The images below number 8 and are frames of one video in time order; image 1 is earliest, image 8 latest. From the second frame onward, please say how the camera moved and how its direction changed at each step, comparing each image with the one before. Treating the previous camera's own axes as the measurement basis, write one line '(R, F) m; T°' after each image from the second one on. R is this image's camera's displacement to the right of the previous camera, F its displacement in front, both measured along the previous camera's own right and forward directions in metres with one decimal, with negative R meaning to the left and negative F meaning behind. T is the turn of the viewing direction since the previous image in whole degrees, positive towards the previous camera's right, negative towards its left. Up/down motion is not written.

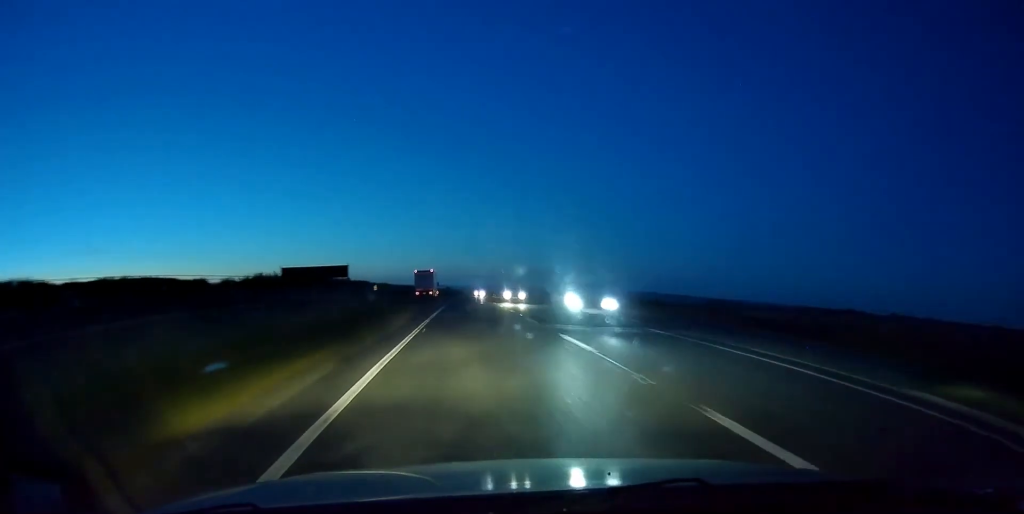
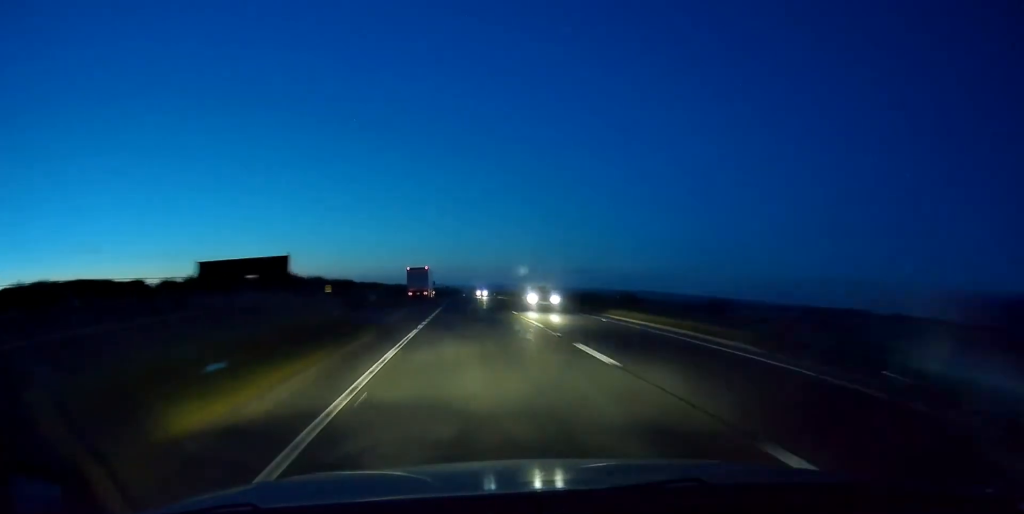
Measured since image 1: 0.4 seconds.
(+0.4, +10.1) m; 0°
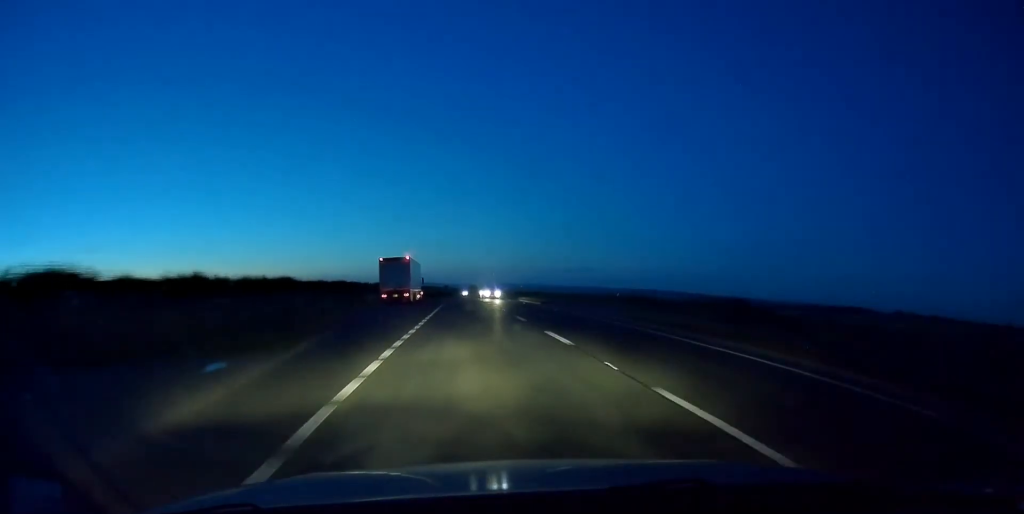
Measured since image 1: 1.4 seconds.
(-1.0, +22.6) m; 0°
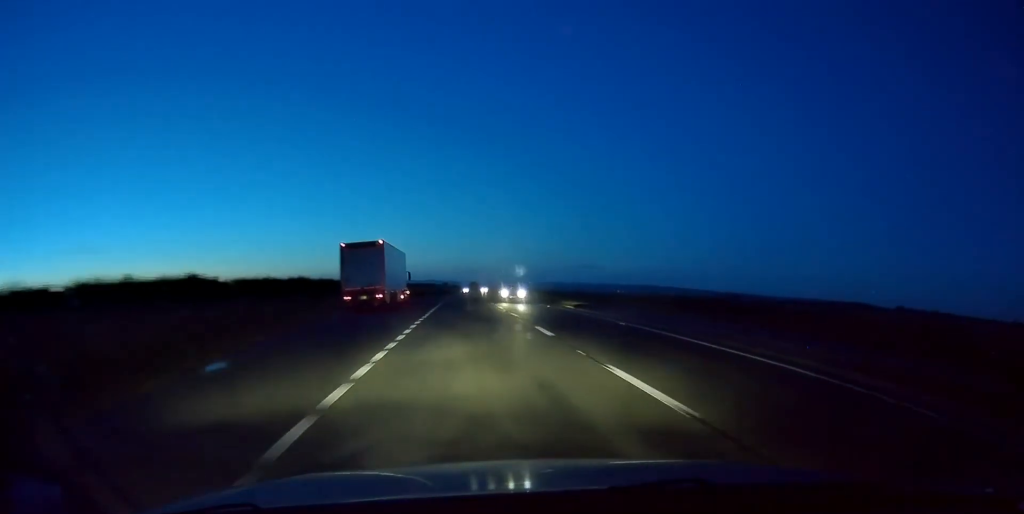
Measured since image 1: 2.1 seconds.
(+0.4, +15.5) m; +1°
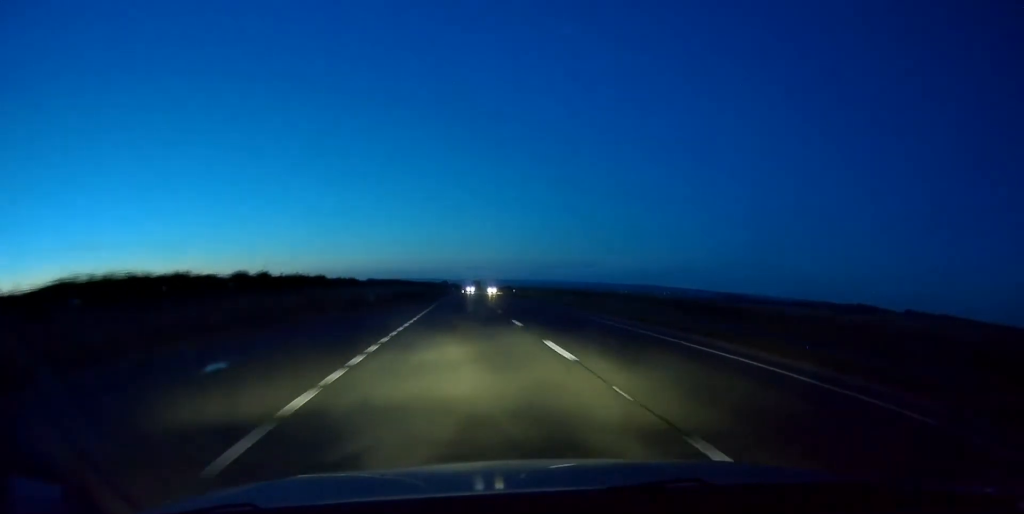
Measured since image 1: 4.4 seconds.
(+0.2, +55.2) m; -1°
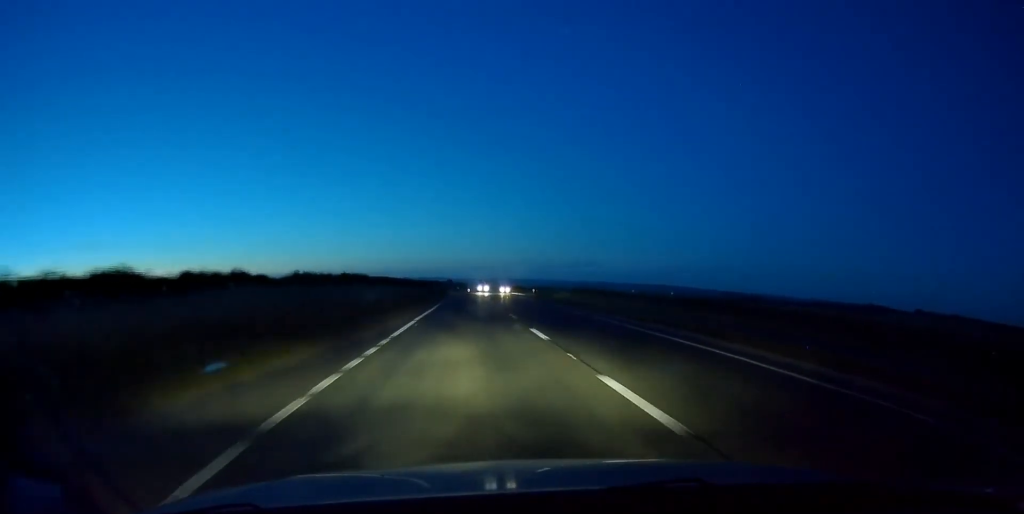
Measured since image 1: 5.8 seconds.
(0.0, +31.6) m; +1°
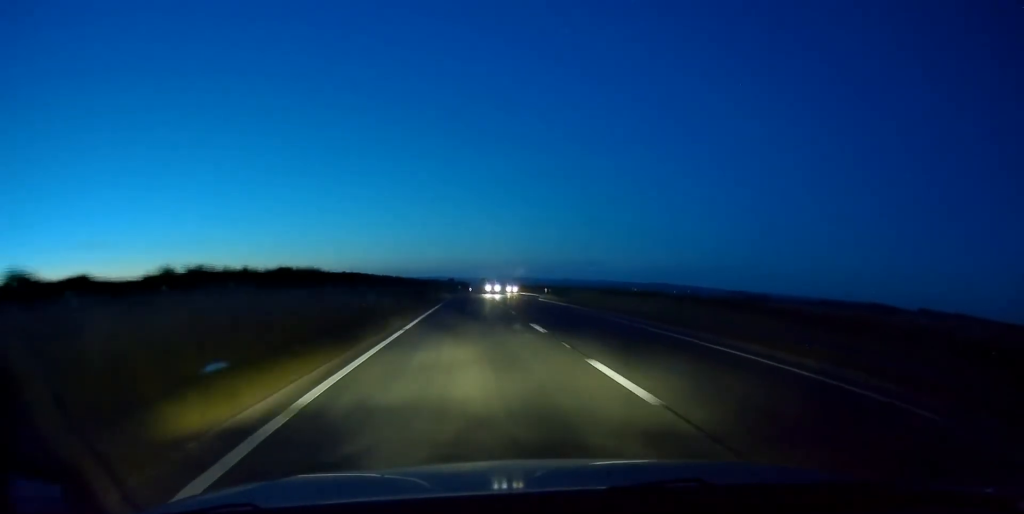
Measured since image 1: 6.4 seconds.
(+0.3, +15.8) m; 0°
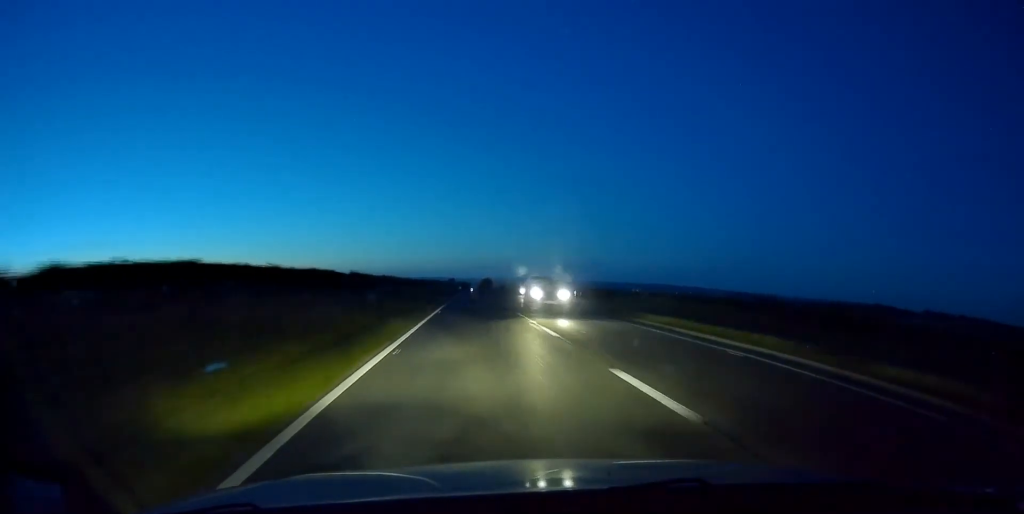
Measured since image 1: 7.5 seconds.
(-0.3, +26.2) m; -1°
